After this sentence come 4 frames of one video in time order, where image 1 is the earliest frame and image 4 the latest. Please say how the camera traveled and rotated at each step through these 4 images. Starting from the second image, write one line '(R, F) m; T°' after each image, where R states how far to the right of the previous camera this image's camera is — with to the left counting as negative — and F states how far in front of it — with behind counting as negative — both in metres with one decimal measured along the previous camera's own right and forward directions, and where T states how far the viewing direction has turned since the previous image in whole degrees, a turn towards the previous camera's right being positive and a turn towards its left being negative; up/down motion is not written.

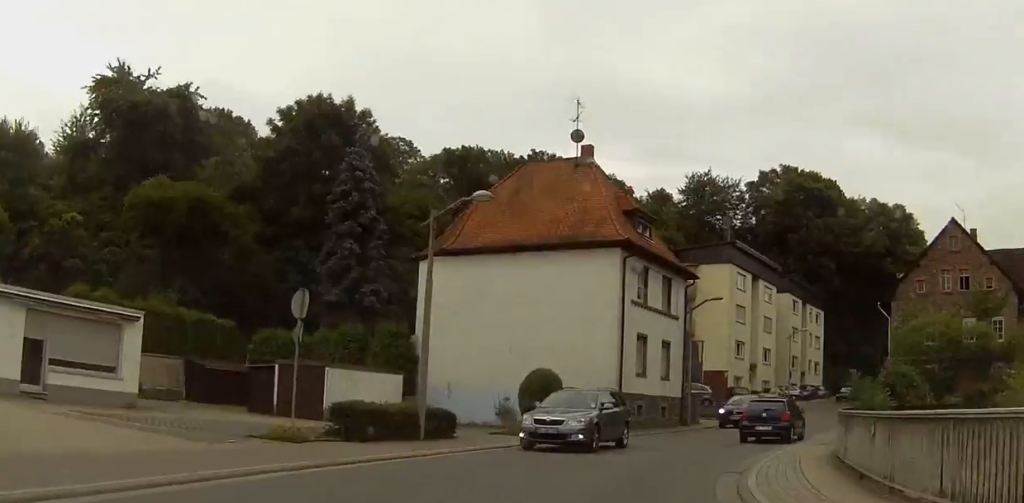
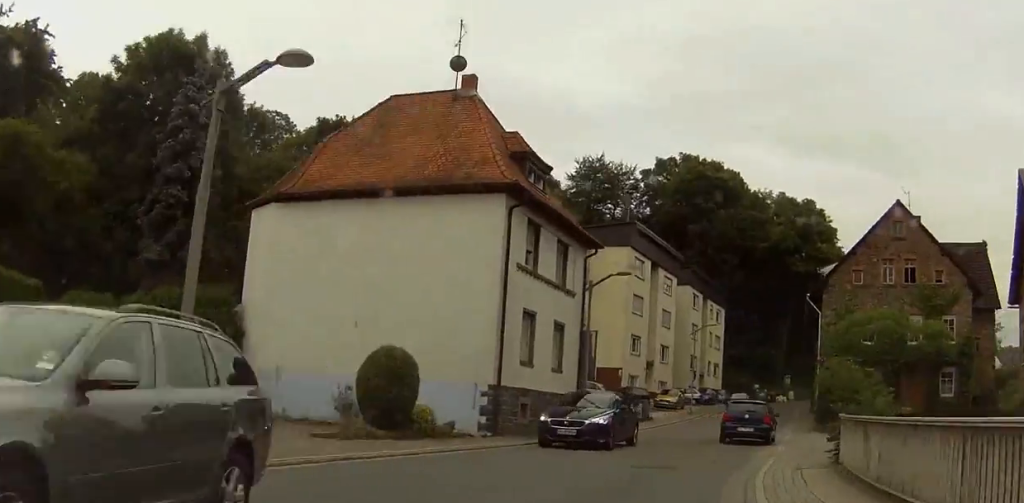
(0.0, +8.1) m; +6°
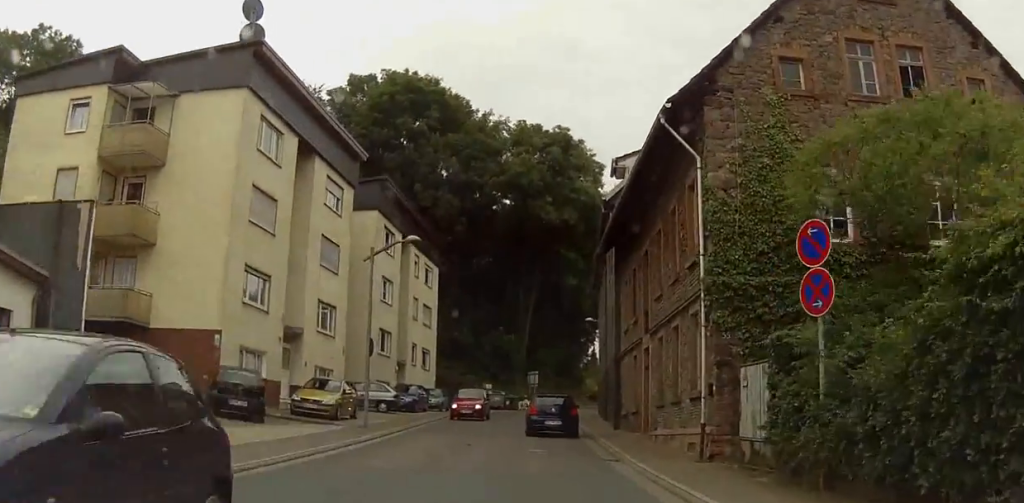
(+7.3, +30.9) m; +16°
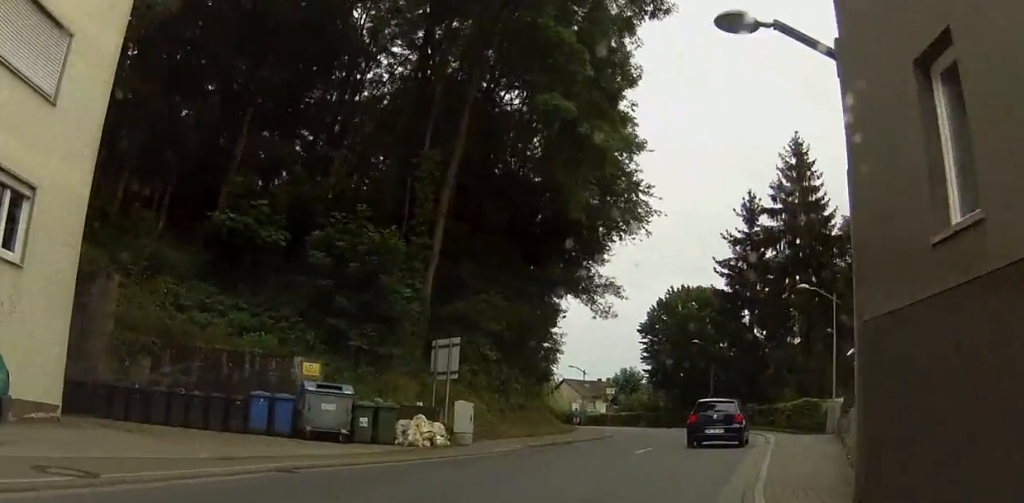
(-0.5, +46.3) m; +5°
